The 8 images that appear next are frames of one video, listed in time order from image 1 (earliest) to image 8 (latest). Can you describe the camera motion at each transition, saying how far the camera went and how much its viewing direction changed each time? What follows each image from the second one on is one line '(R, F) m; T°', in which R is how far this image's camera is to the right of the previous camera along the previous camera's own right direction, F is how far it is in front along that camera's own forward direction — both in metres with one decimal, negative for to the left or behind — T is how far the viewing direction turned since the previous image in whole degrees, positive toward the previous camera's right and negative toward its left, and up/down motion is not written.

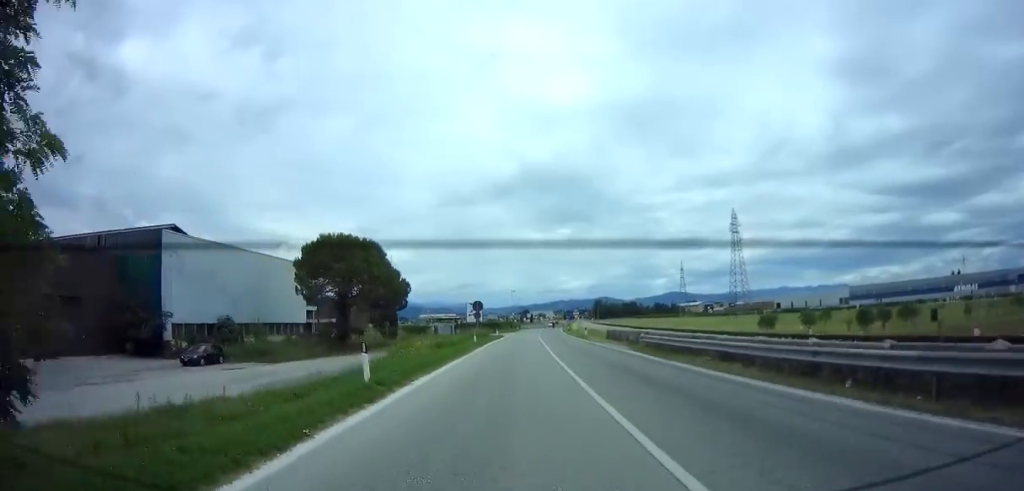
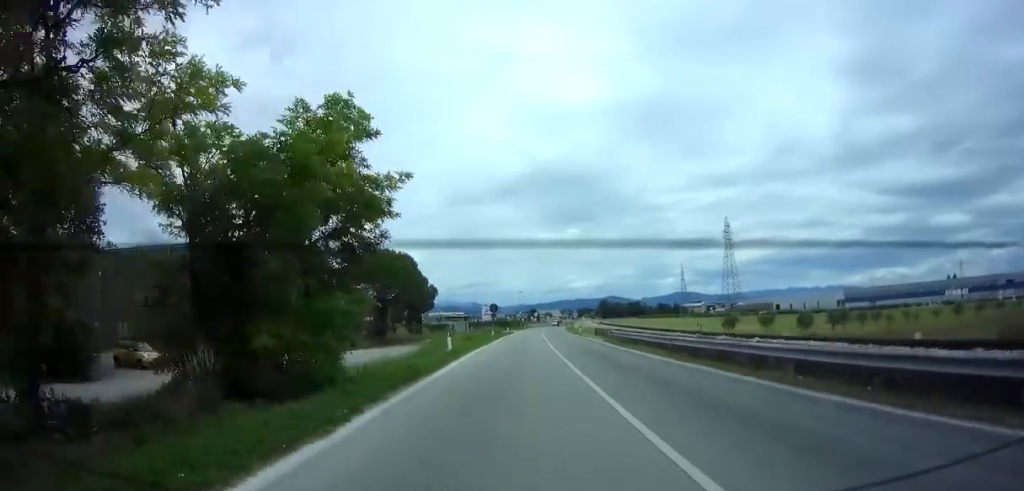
(-0.1, +13.0) m; -1°
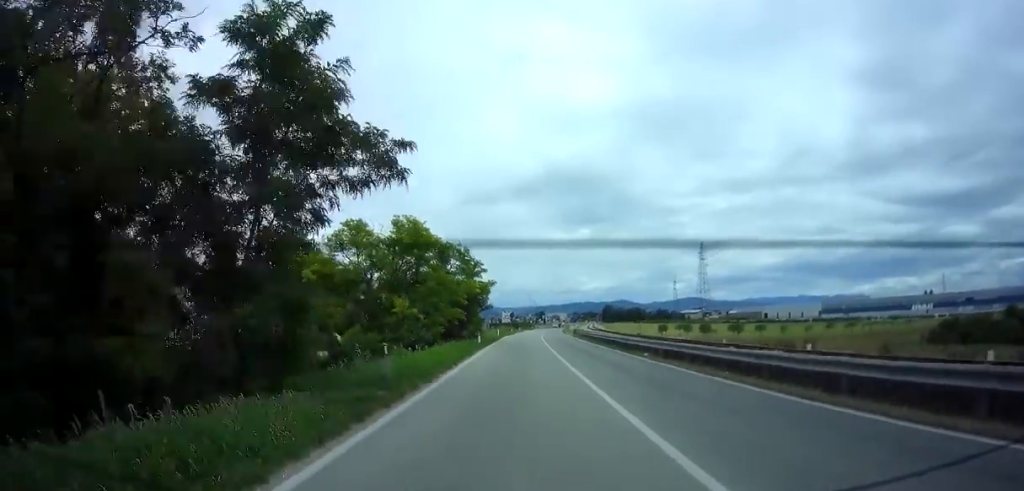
(-0.4, +36.5) m; +1°
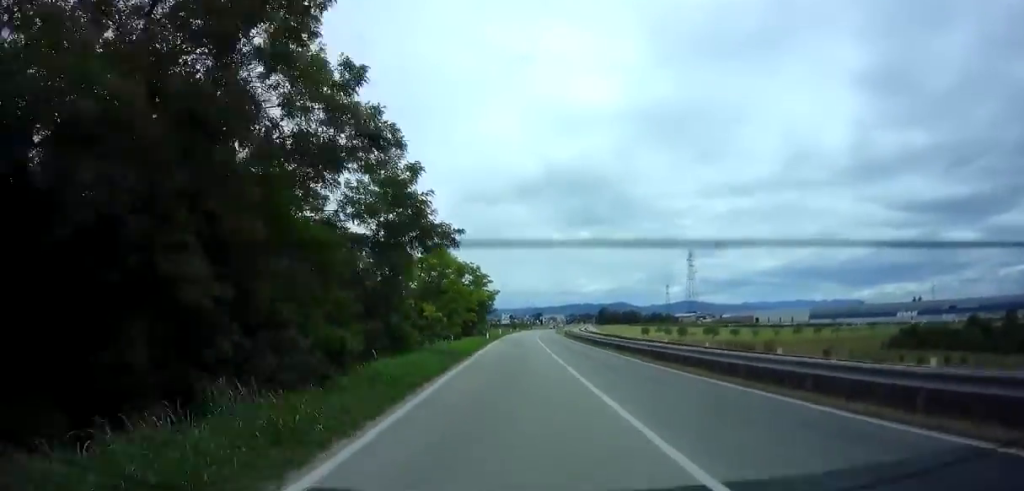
(+0.1, +12.1) m; 0°
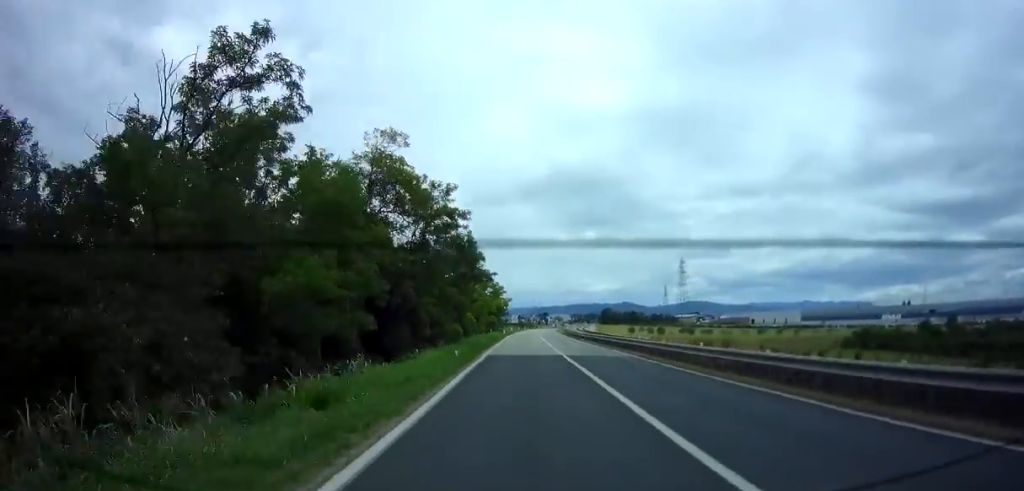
(0.0, +22.1) m; -1°
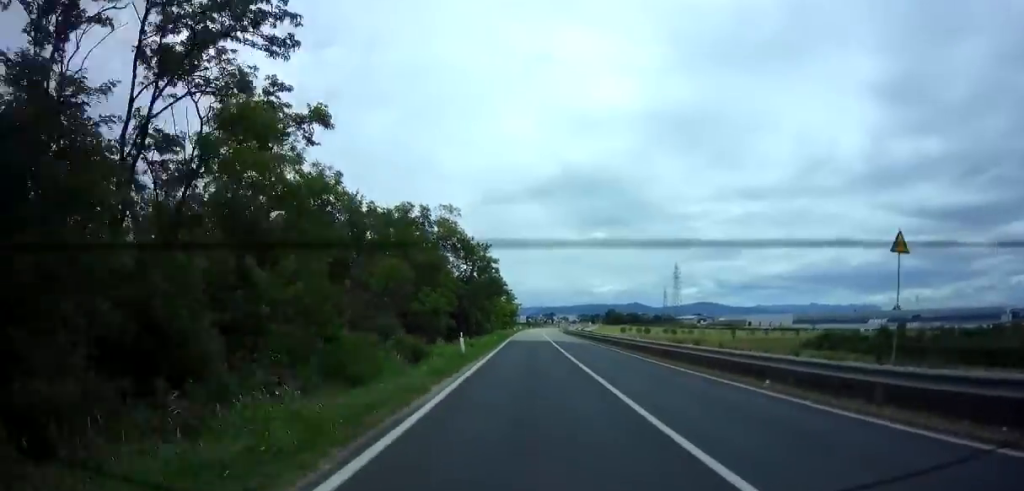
(-0.4, +22.8) m; 0°
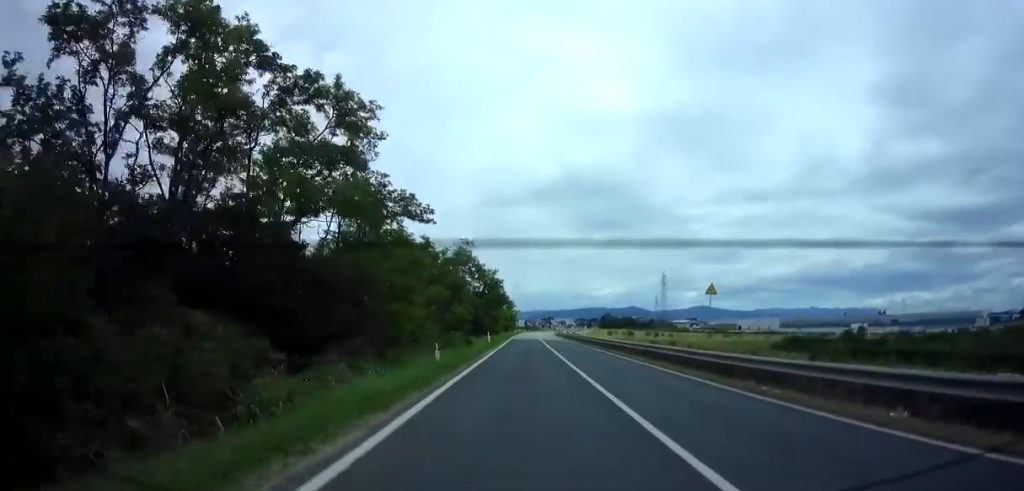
(+0.4, +19.4) m; 0°
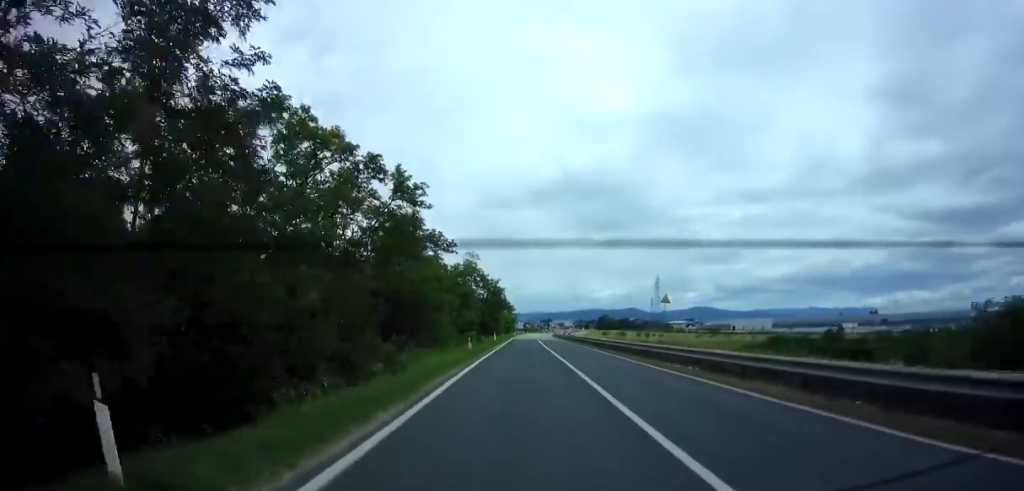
(-0.1, +11.4) m; 0°
